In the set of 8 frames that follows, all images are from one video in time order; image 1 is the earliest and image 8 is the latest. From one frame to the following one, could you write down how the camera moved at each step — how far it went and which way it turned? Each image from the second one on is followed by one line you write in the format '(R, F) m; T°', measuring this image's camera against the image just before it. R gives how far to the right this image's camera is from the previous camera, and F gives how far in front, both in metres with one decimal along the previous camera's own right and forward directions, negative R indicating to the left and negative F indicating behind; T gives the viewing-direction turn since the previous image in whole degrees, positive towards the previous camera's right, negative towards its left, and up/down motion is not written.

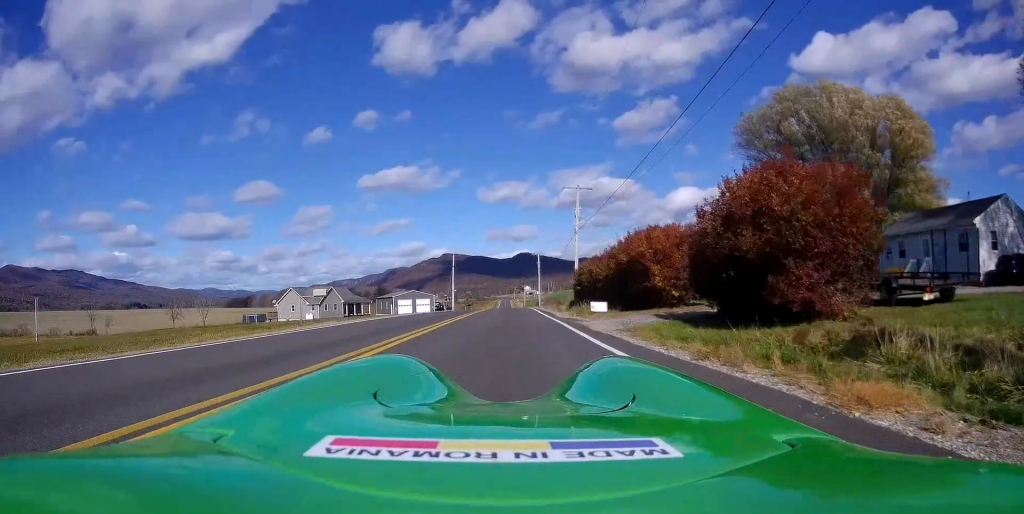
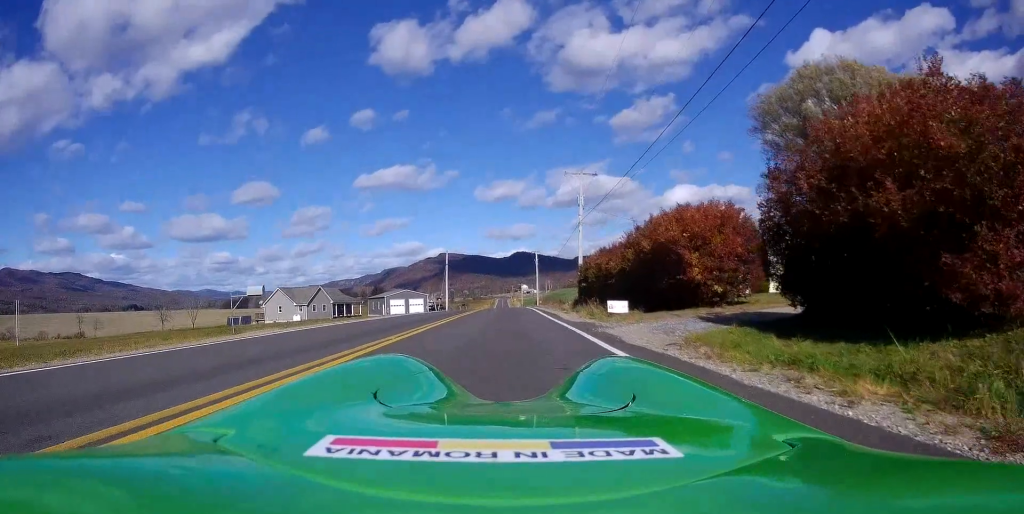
(+0.2, +5.2) m; +1°
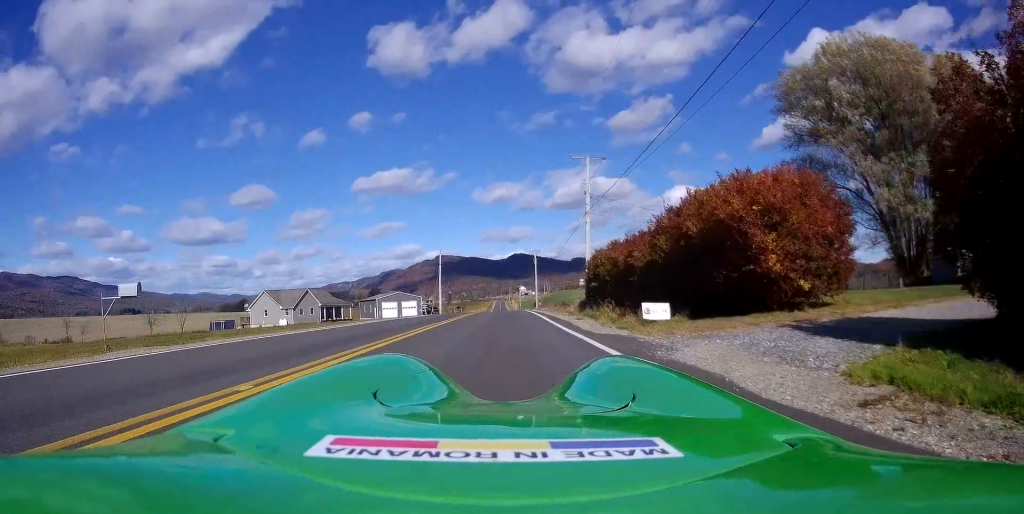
(-0.2, +5.8) m; 0°
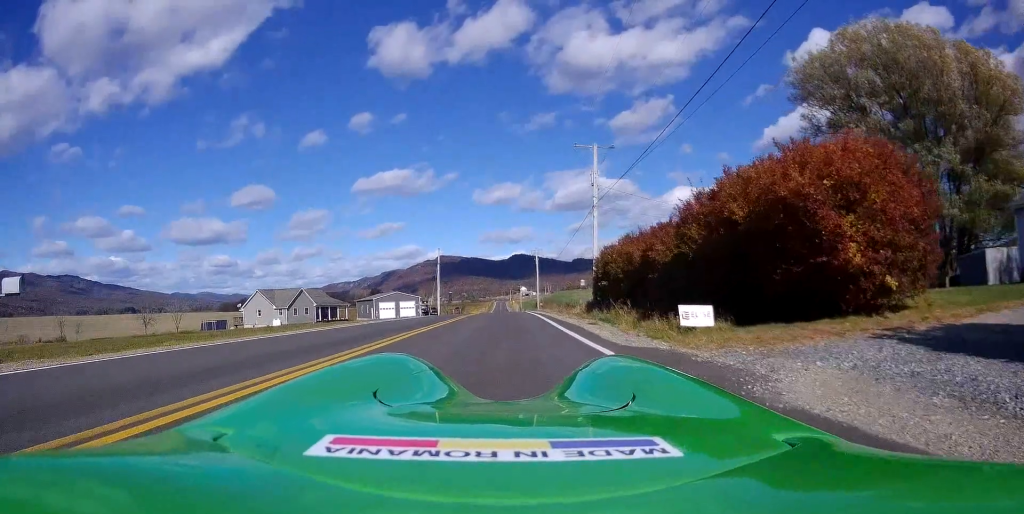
(-0.2, +3.3) m; +3°
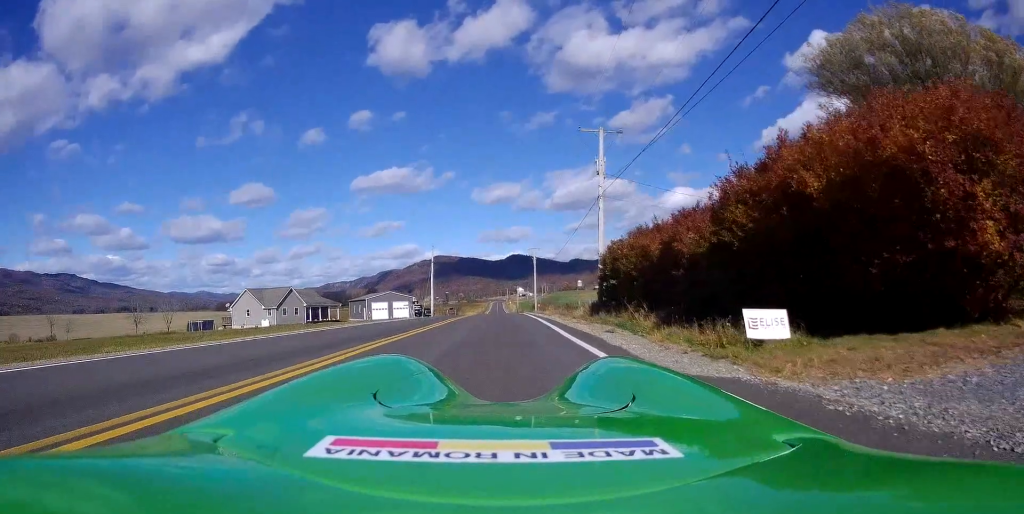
(+0.4, +3.4) m; 0°
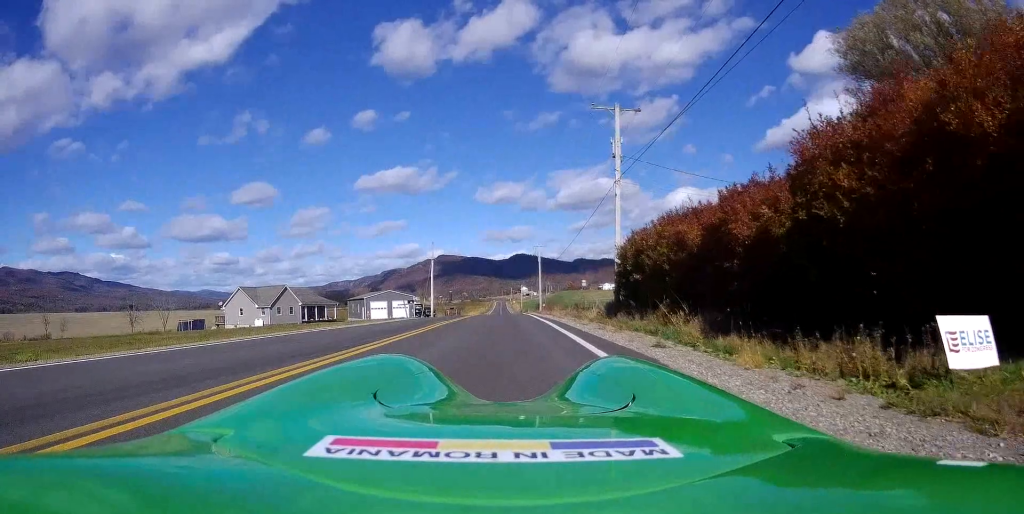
(+0.1, +4.1) m; -1°
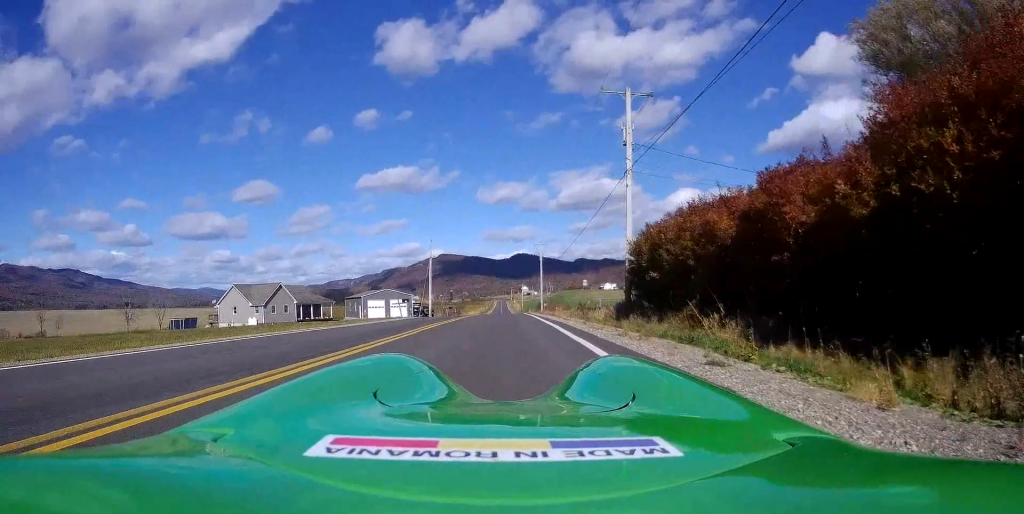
(-0.3, +2.4) m; -1°
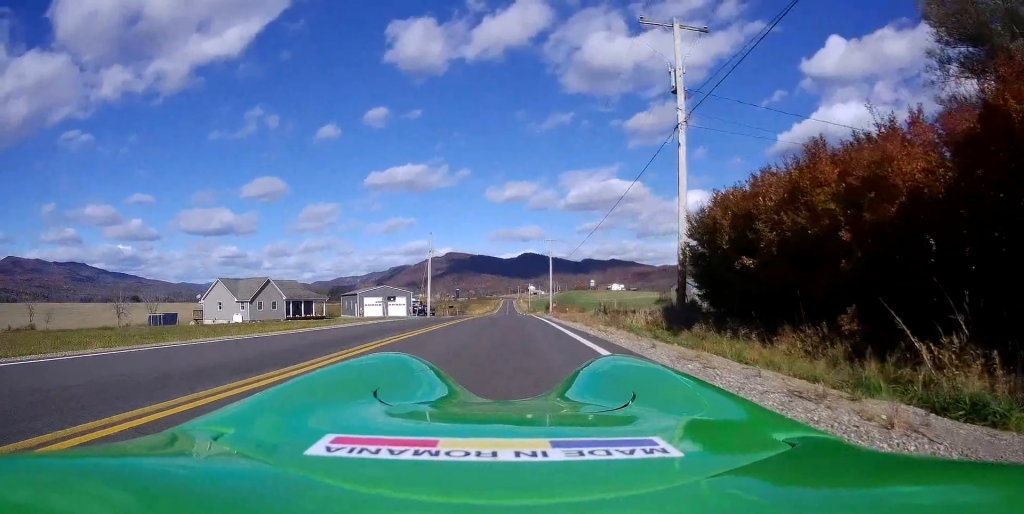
(+0.1, +7.4) m; +2°
